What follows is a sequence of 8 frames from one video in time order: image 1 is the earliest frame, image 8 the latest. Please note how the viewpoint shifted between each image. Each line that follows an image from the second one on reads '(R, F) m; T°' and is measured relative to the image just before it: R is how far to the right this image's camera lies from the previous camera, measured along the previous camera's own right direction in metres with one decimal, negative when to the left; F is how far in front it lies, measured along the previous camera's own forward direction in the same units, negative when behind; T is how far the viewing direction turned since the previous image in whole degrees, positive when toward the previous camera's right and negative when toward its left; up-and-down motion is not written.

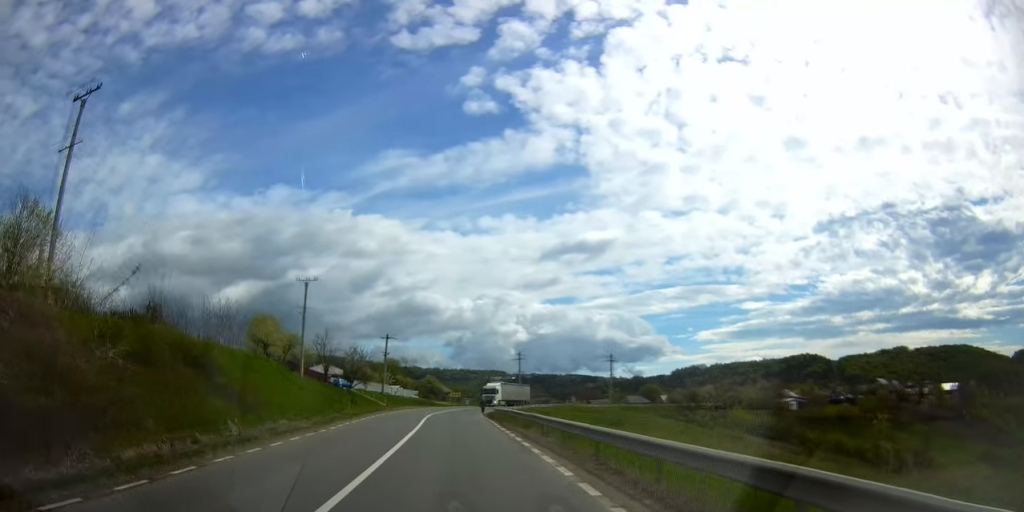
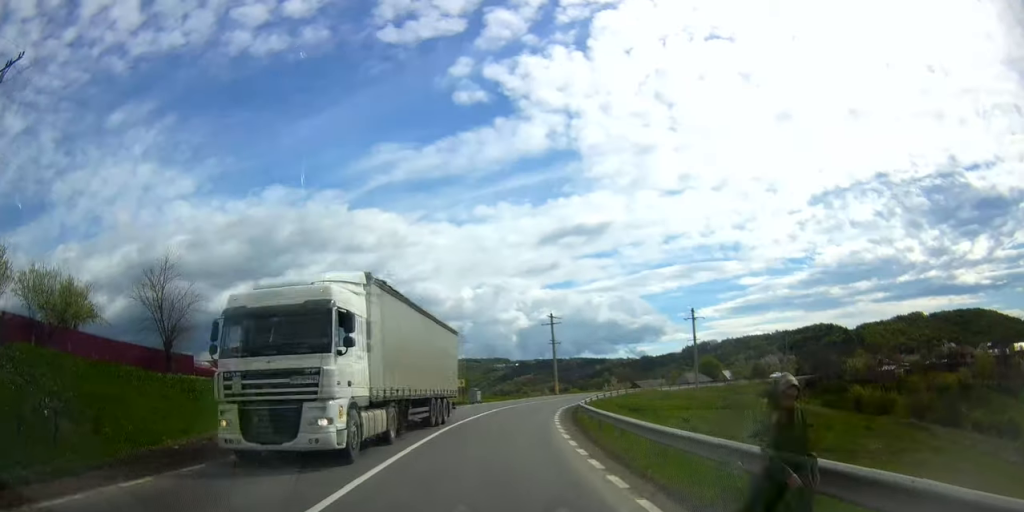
(-6.2, +43.4) m; -16°
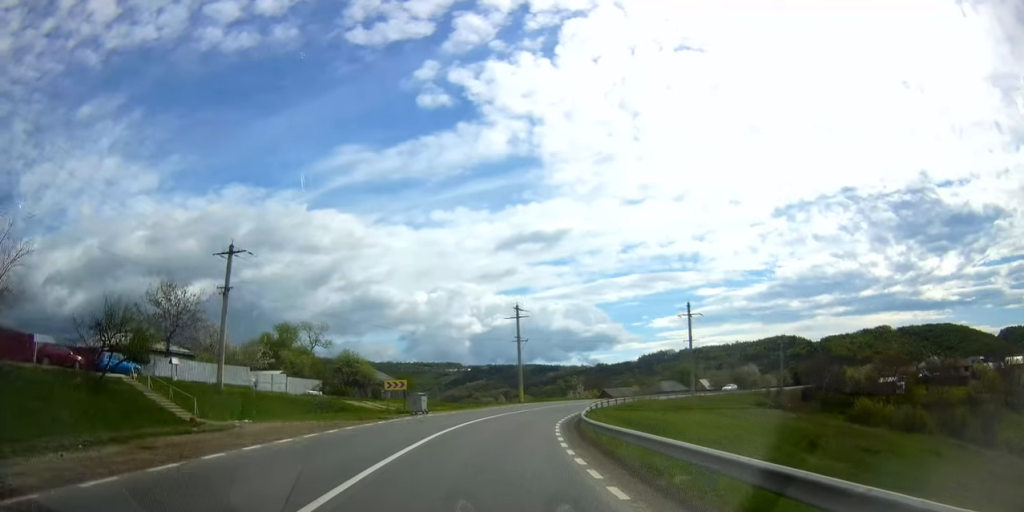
(-0.5, +14.5) m; -1°
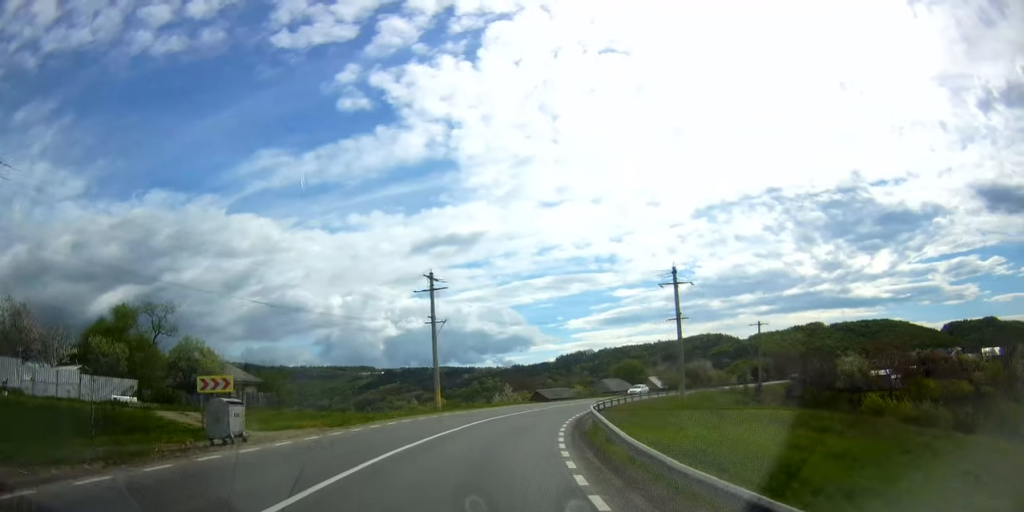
(+0.4, +20.9) m; +4°
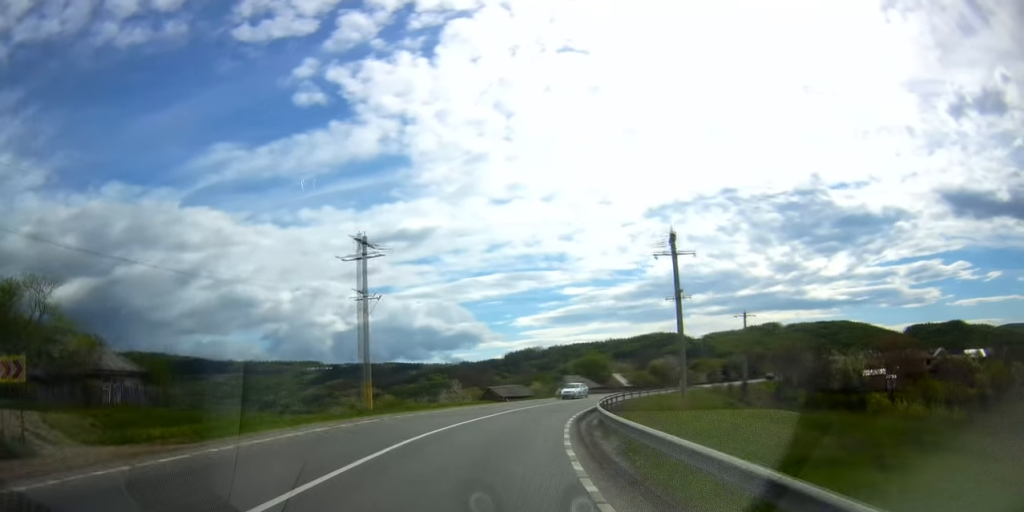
(+0.2, +11.7) m; +3°
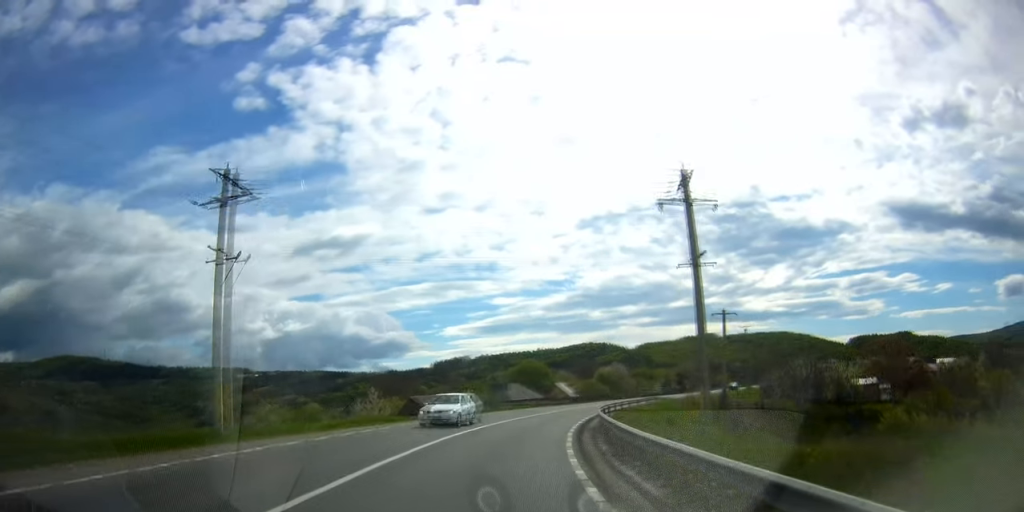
(+0.4, +14.7) m; +4°
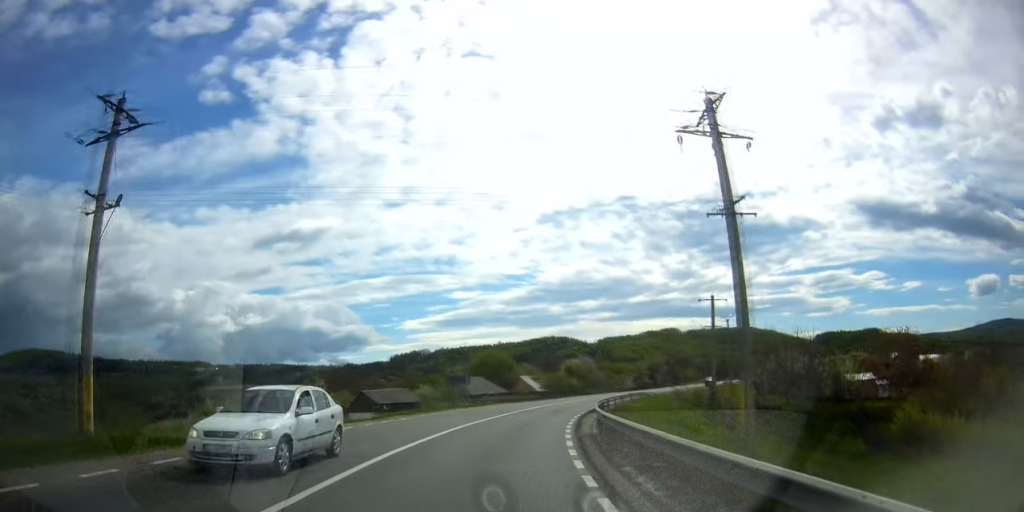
(+0.2, +8.5) m; +3°
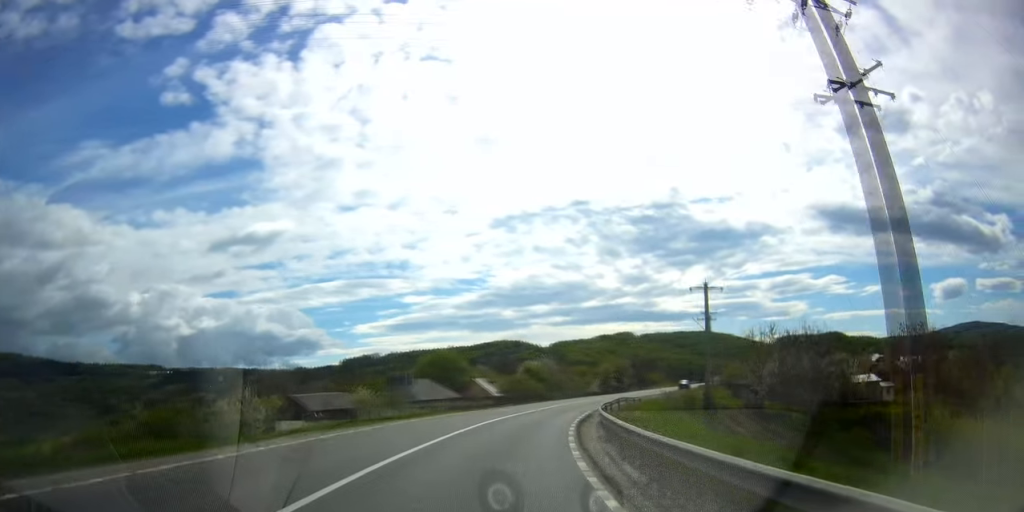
(+0.3, +10.8) m; +5°
